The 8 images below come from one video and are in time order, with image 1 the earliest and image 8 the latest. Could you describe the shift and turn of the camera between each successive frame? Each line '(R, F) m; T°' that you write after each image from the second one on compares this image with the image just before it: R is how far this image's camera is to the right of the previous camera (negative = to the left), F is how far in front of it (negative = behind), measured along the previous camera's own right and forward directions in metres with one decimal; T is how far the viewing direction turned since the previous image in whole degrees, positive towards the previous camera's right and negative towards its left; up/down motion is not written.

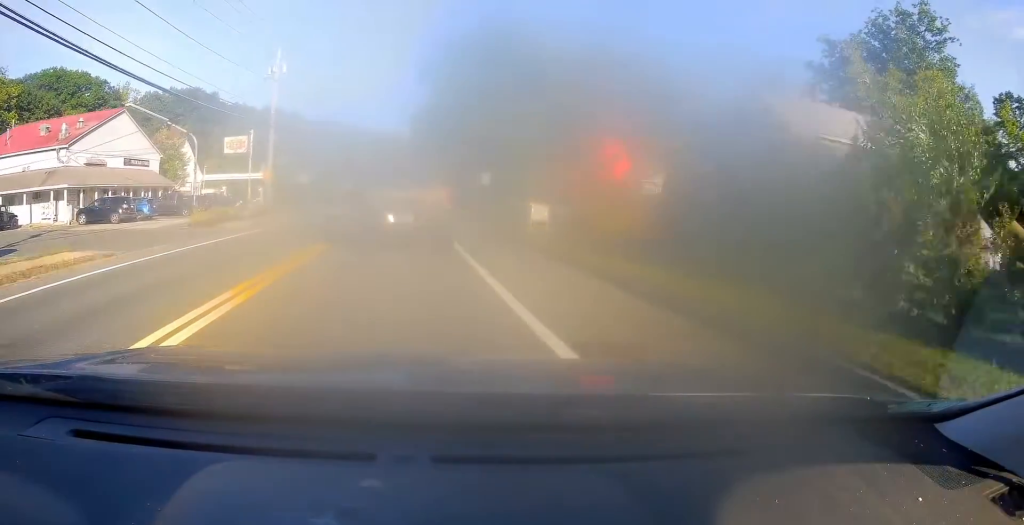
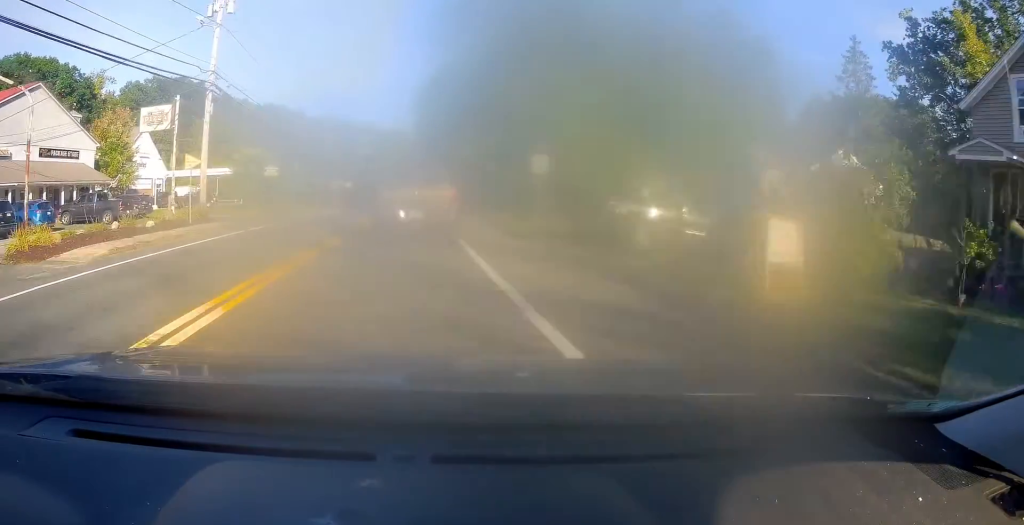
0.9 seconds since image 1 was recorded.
(-0.2, +14.7) m; -1°
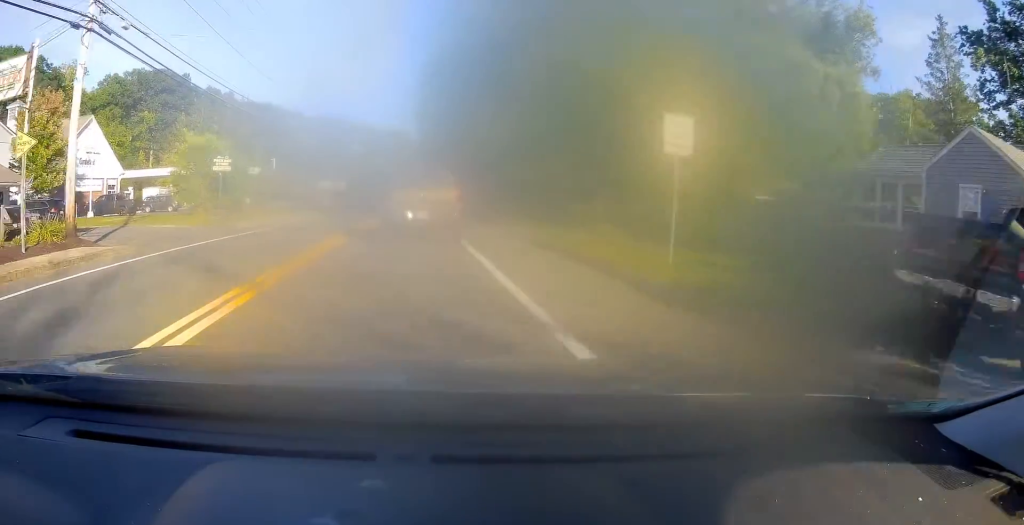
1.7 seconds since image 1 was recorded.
(0.0, +12.0) m; +1°
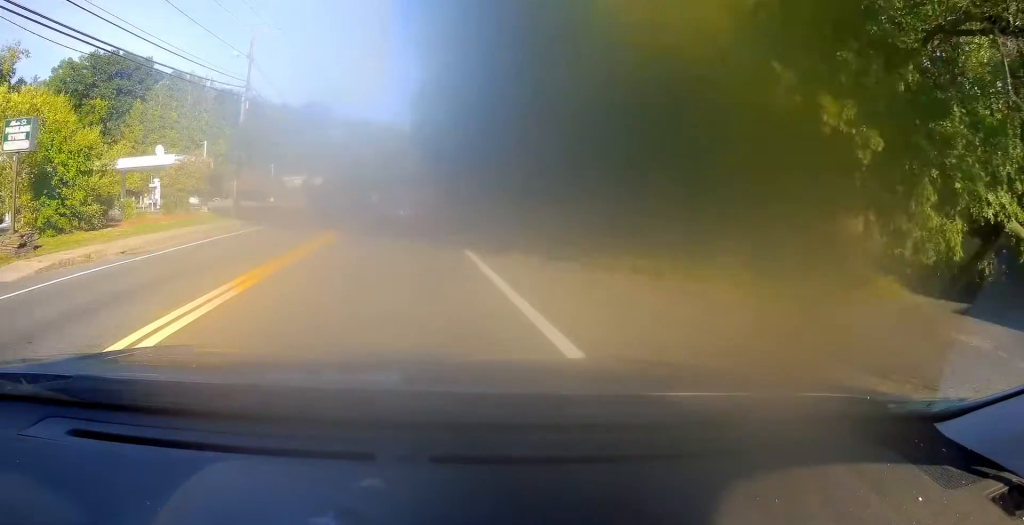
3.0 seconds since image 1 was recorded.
(+0.5, +17.9) m; +1°
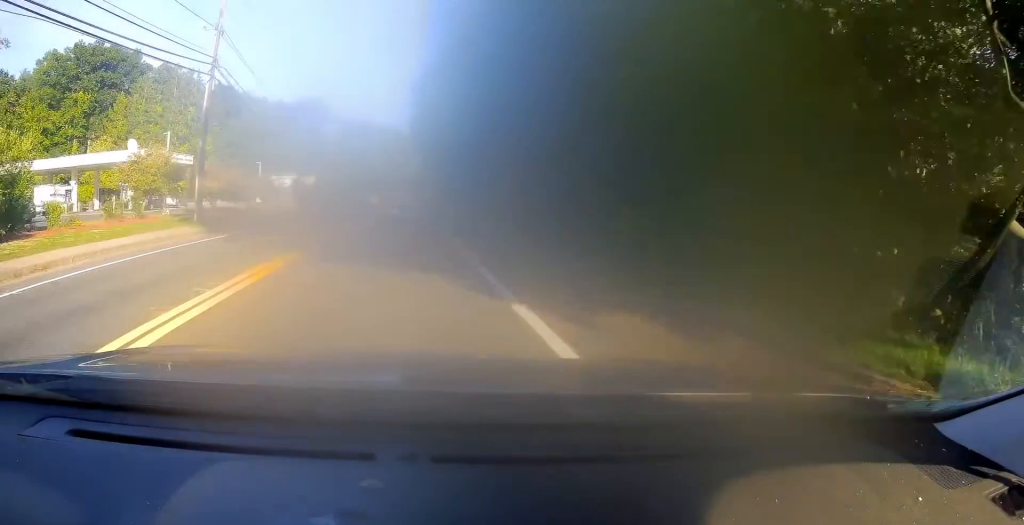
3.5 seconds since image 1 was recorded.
(+0.3, +6.4) m; -1°
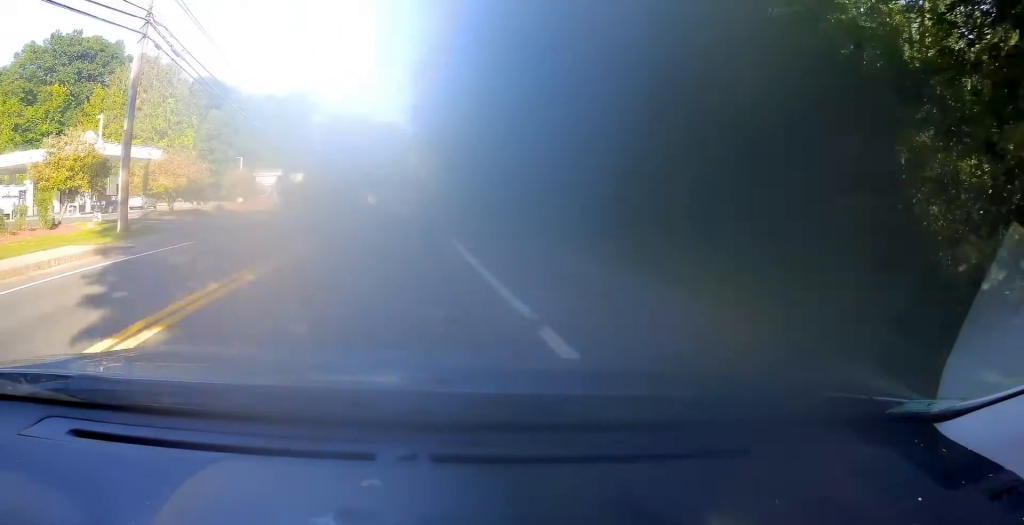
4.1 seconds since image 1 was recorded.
(-0.5, +7.8) m; -1°
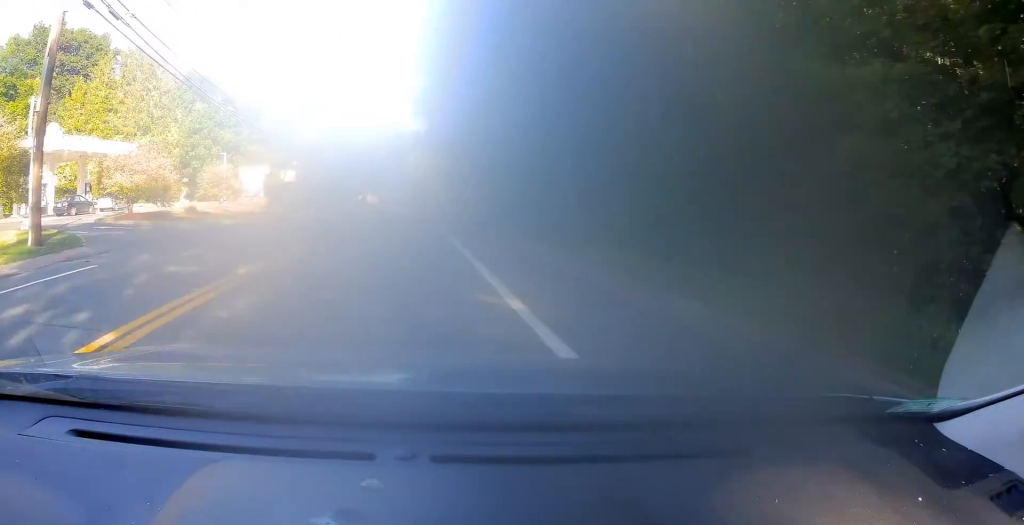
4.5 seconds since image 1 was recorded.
(-0.3, +5.6) m; -1°
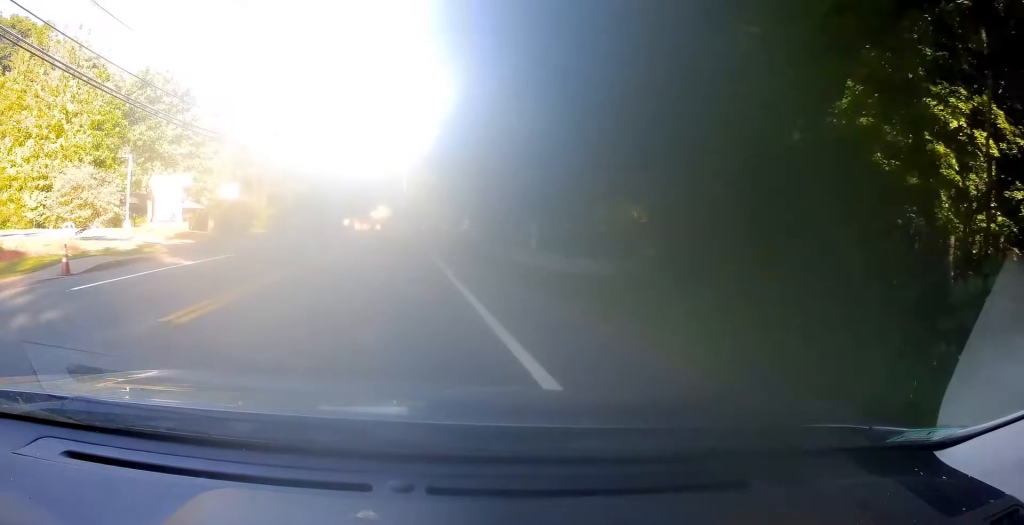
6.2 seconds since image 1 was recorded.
(+0.9, +18.1) m; +4°
